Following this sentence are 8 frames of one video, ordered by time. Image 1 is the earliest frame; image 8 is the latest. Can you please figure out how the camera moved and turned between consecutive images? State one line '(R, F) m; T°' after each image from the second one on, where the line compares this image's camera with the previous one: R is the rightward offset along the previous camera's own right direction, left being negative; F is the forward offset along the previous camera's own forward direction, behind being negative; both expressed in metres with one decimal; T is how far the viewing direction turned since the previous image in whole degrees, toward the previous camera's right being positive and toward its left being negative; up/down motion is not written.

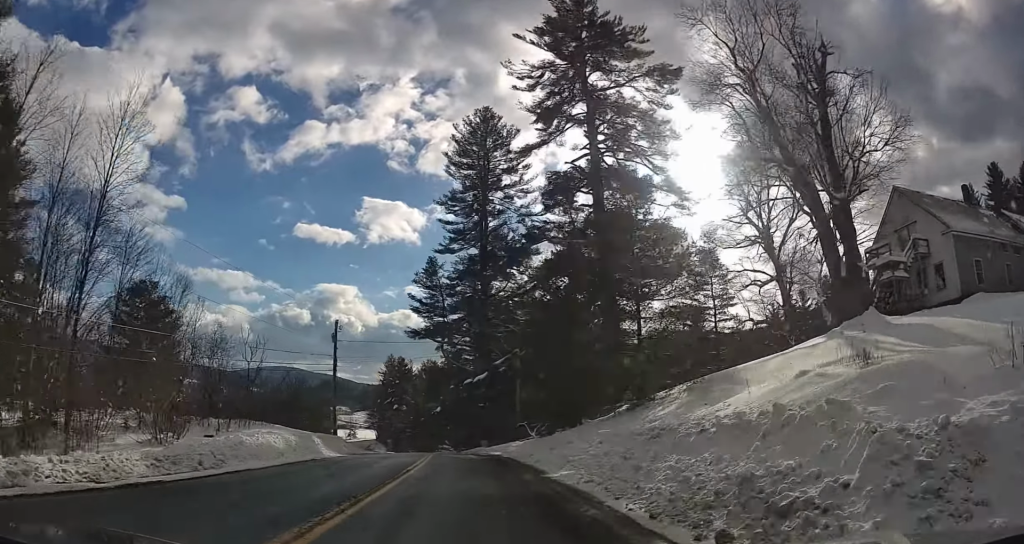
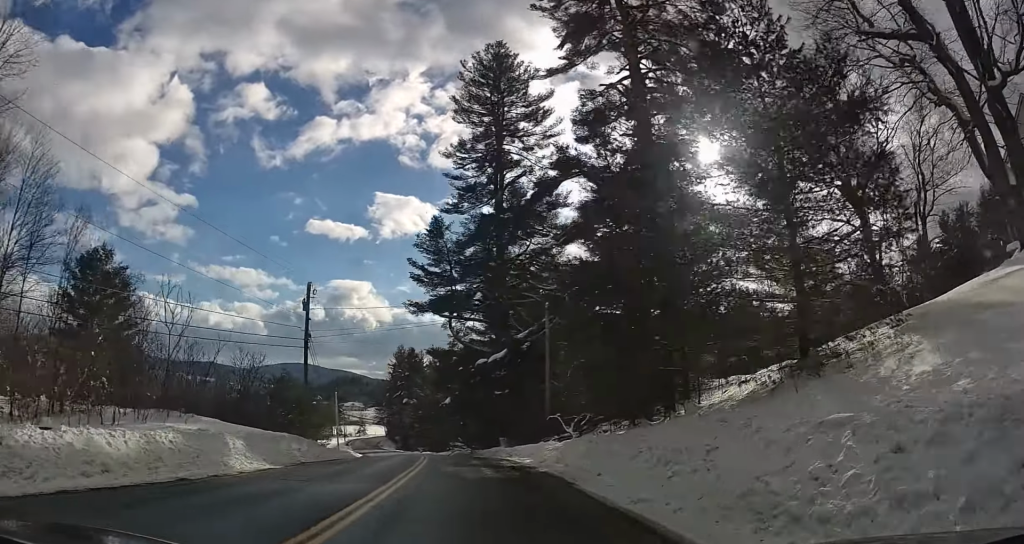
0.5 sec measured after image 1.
(0.0, +12.0) m; 0°
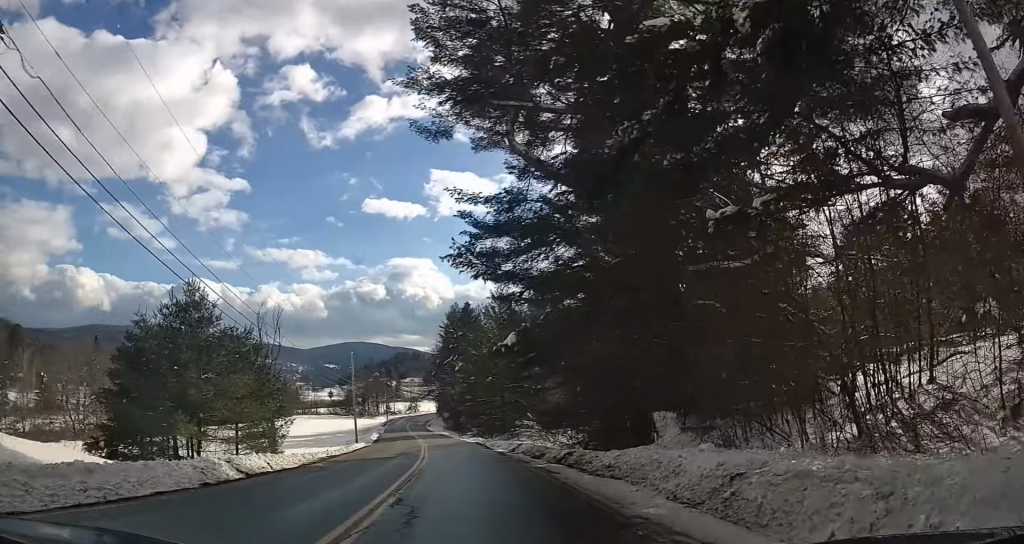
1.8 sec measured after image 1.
(-0.7, +31.9) m; -4°
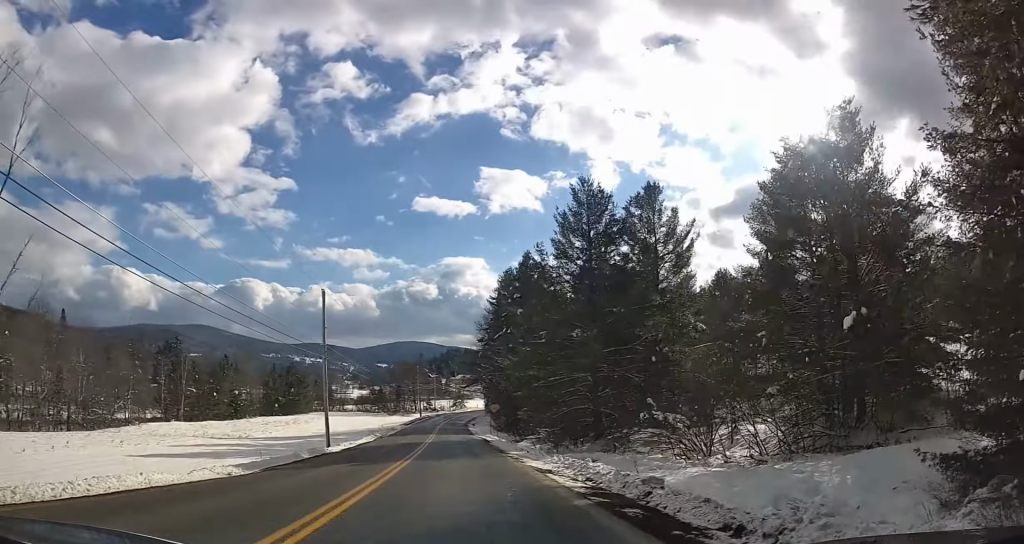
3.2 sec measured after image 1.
(-1.8, +33.2) m; -7°
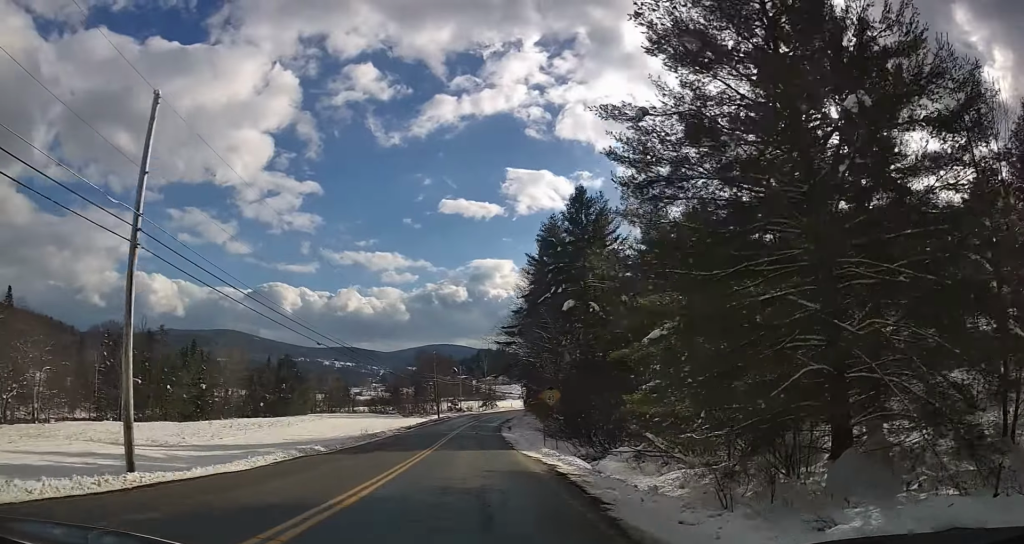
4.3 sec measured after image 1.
(-1.3, +26.0) m; -4°
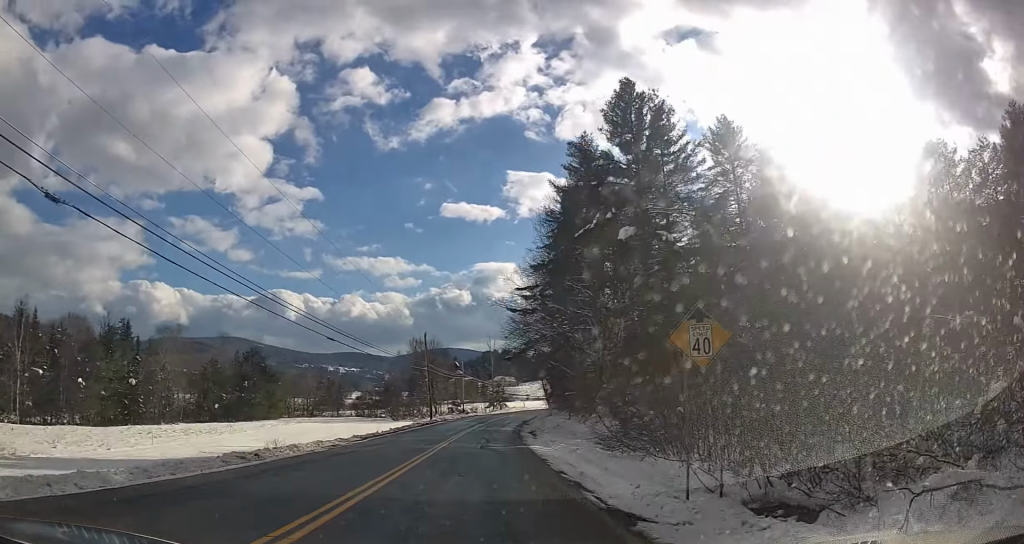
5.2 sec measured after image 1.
(-0.4, +21.5) m; -1°
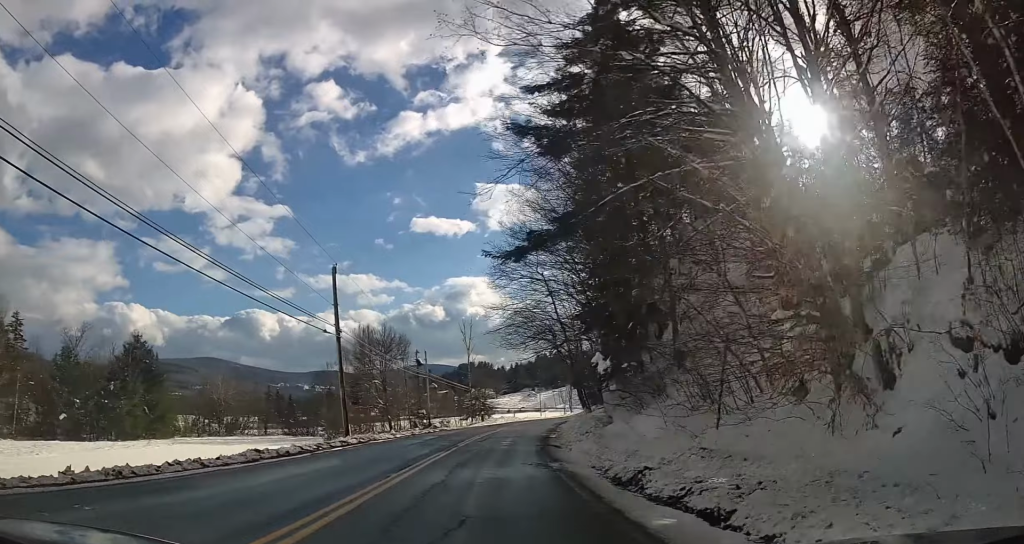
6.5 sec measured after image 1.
(-0.3, +32.5) m; -2°
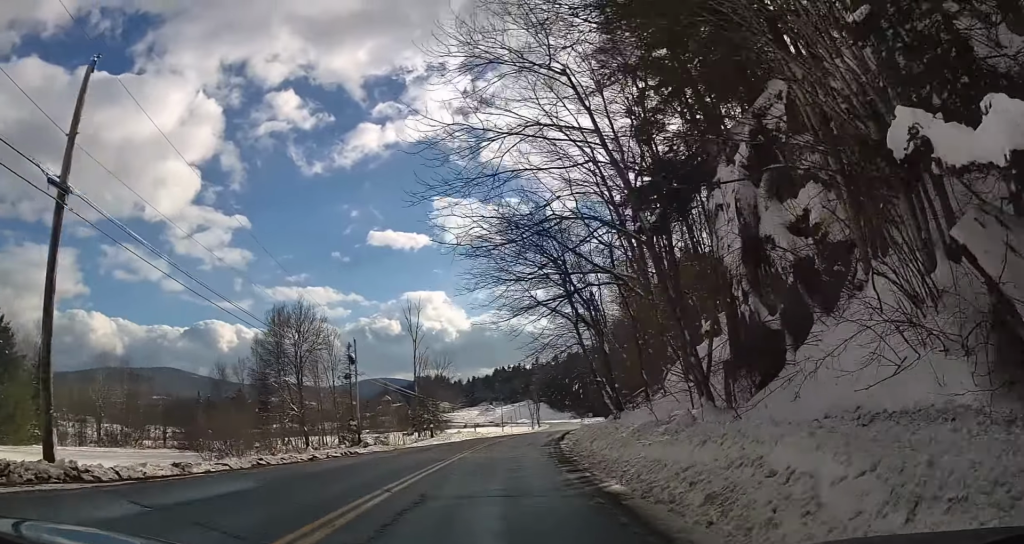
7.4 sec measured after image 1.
(-0.5, +21.1) m; 0°
